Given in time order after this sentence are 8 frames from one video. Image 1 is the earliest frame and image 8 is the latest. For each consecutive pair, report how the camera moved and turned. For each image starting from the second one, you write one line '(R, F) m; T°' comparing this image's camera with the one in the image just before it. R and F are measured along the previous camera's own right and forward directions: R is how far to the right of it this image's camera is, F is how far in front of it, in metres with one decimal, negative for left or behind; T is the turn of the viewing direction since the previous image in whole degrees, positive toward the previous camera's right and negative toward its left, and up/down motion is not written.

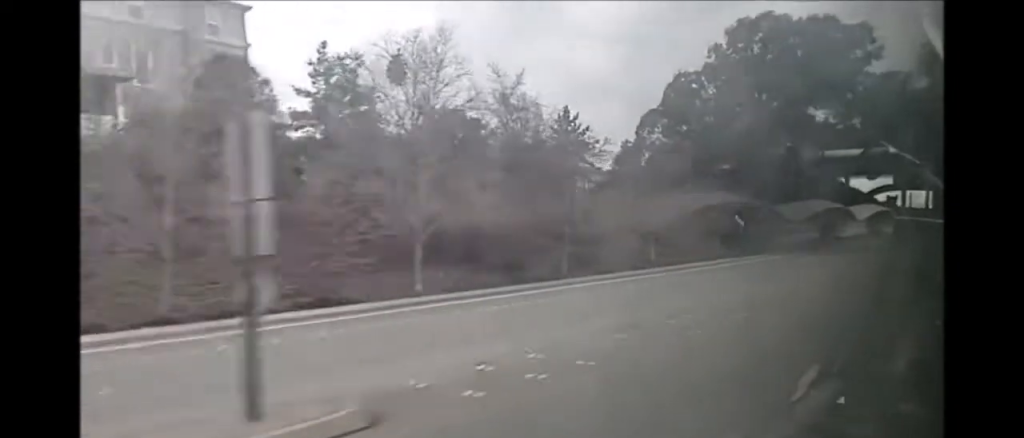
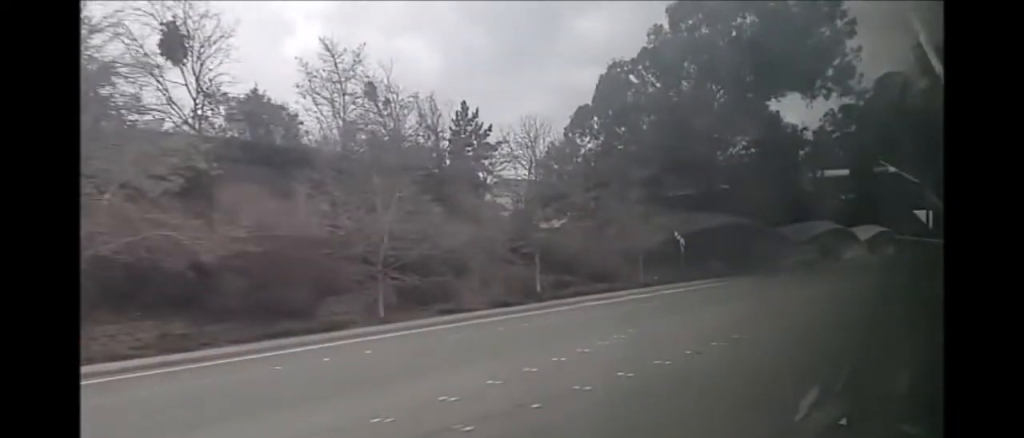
(+0.3, +14.5) m; 0°
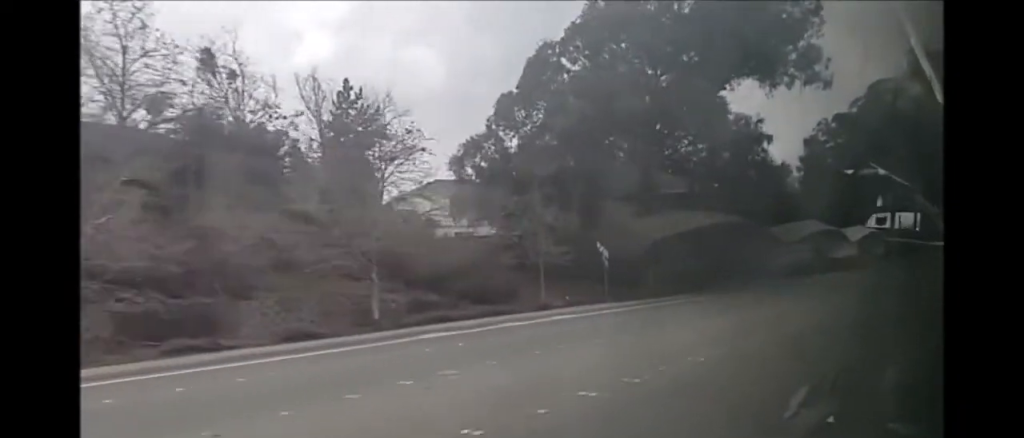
(0.0, +10.2) m; 0°
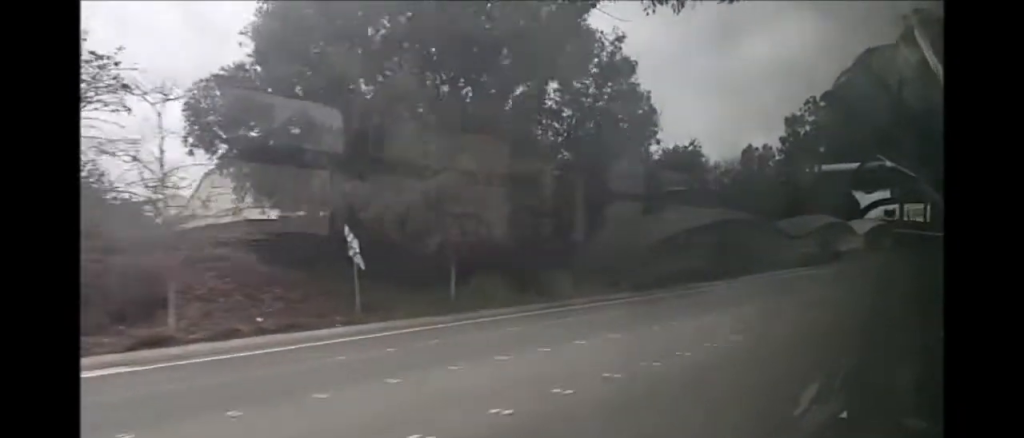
(-0.3, +18.9) m; -1°
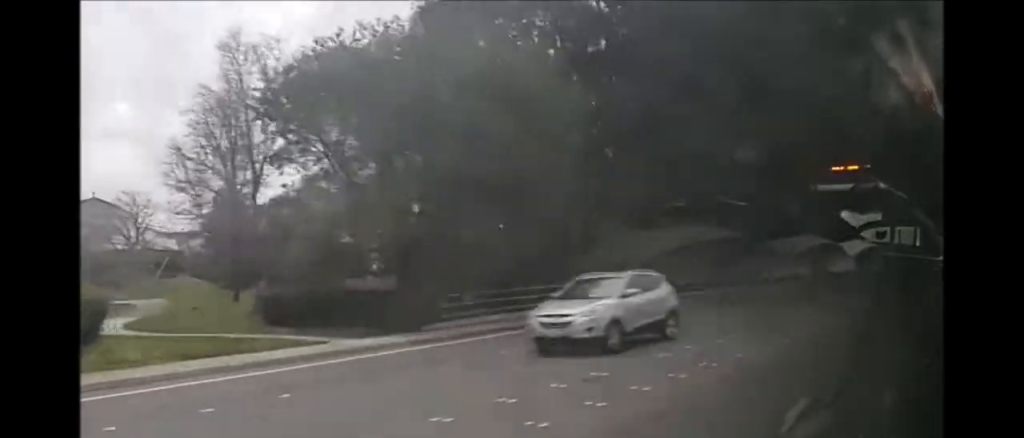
(-0.2, +69.9) m; +1°
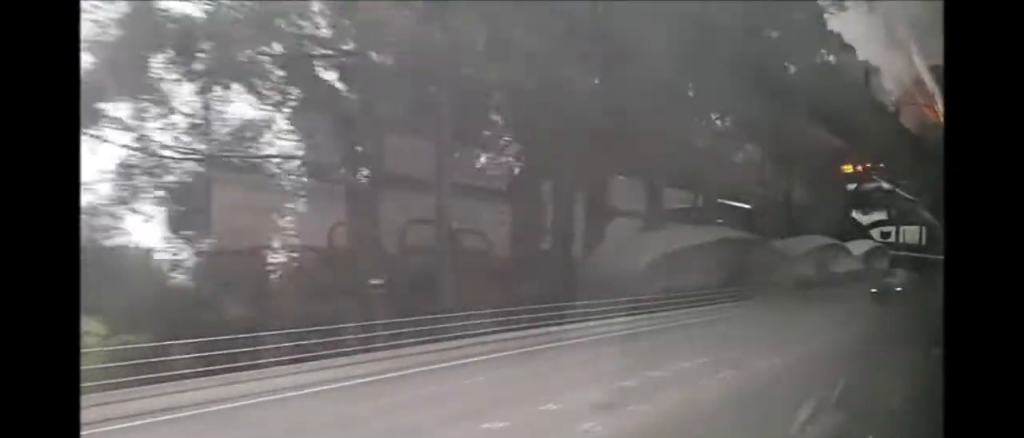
(+0.3, +15.7) m; 0°
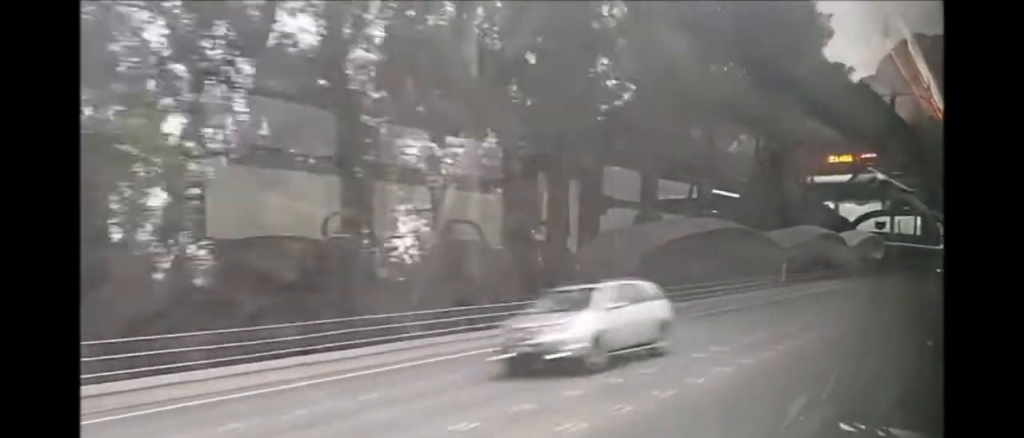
(-0.1, +19.9) m; 0°
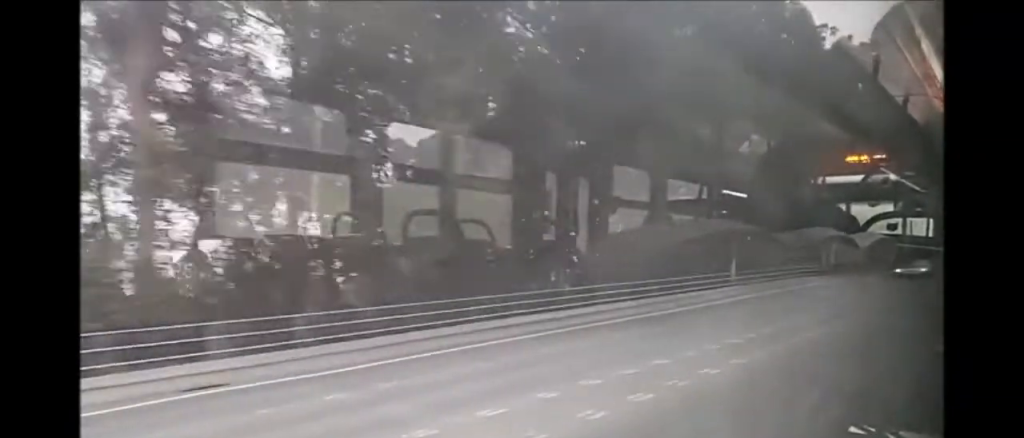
(0.0, +14.4) m; 0°
